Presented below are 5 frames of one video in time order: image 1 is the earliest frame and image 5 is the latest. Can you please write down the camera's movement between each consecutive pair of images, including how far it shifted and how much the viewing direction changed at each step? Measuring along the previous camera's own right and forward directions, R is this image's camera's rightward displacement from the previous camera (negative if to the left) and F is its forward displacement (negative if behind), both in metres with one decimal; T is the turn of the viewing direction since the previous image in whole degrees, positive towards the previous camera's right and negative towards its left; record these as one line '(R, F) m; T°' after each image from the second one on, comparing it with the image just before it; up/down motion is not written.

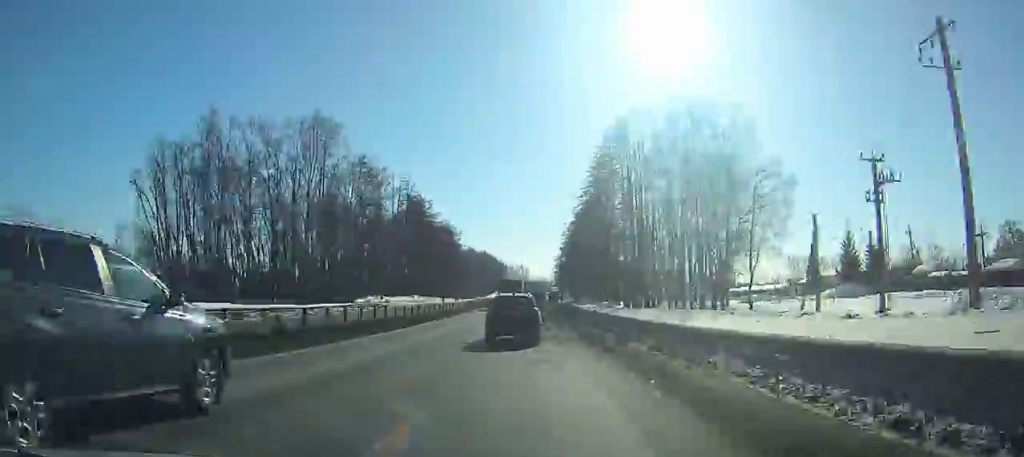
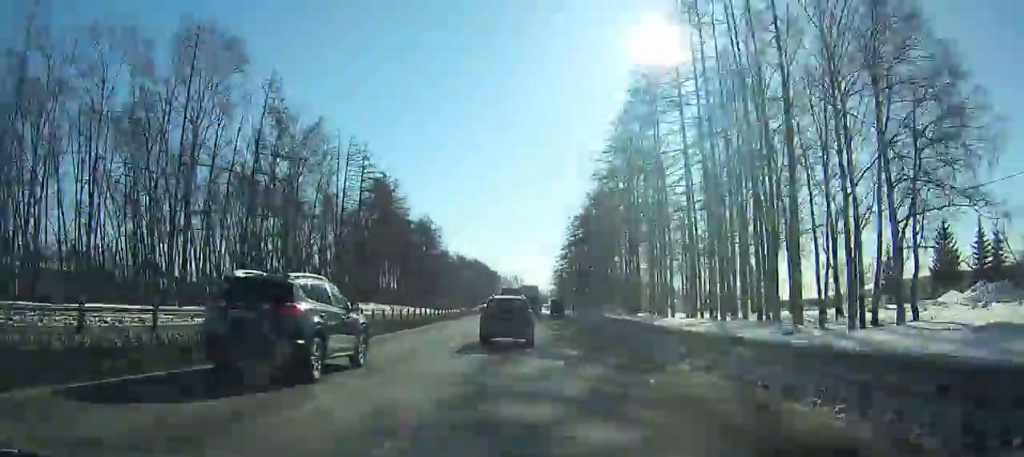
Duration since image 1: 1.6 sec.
(+0.2, +28.8) m; 0°
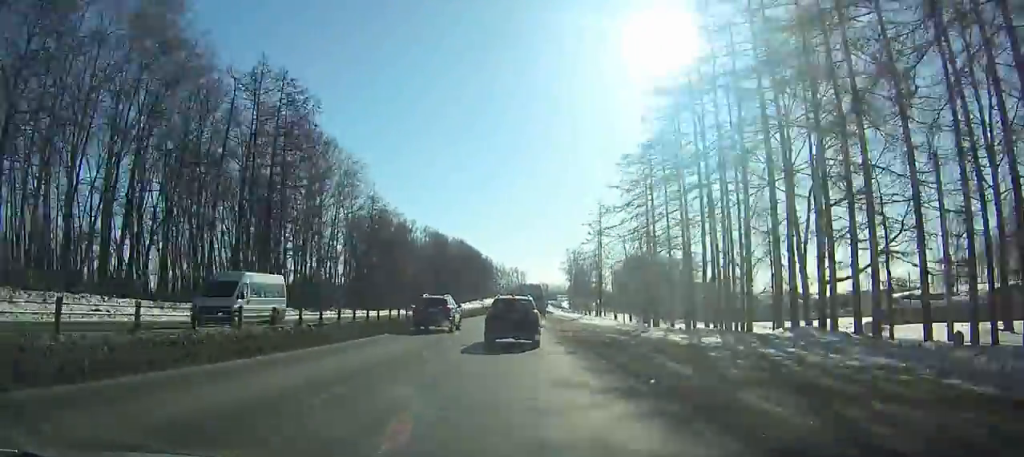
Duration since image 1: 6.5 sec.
(+0.3, +88.1) m; 0°
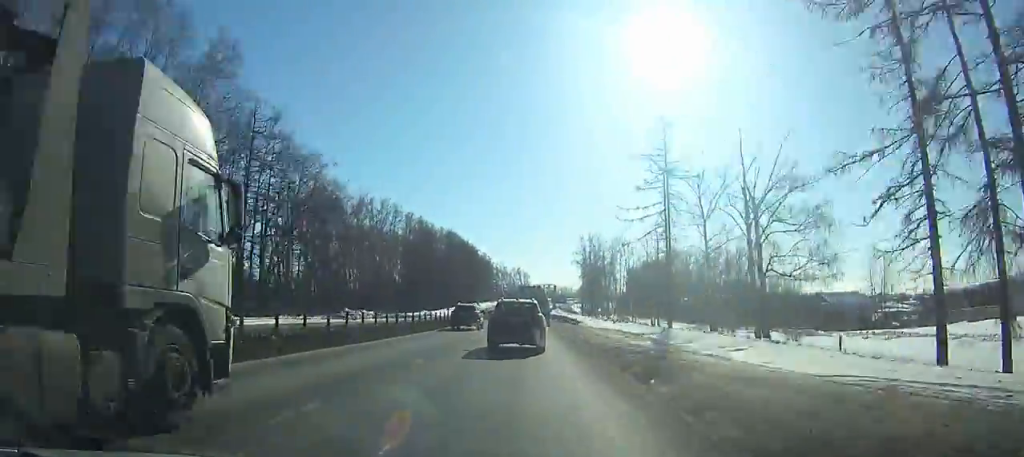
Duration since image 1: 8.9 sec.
(+0.1, +42.7) m; 0°
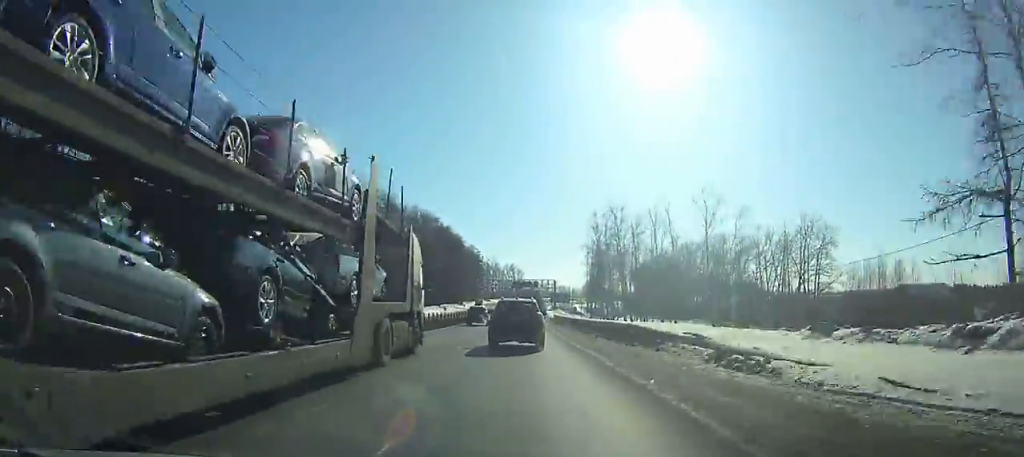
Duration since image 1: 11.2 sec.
(-0.1, +40.6) m; 0°
